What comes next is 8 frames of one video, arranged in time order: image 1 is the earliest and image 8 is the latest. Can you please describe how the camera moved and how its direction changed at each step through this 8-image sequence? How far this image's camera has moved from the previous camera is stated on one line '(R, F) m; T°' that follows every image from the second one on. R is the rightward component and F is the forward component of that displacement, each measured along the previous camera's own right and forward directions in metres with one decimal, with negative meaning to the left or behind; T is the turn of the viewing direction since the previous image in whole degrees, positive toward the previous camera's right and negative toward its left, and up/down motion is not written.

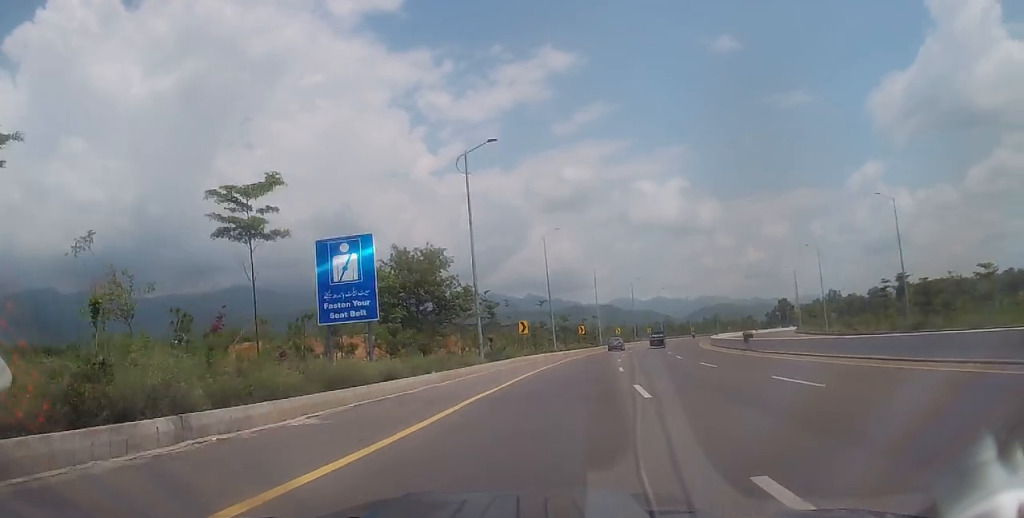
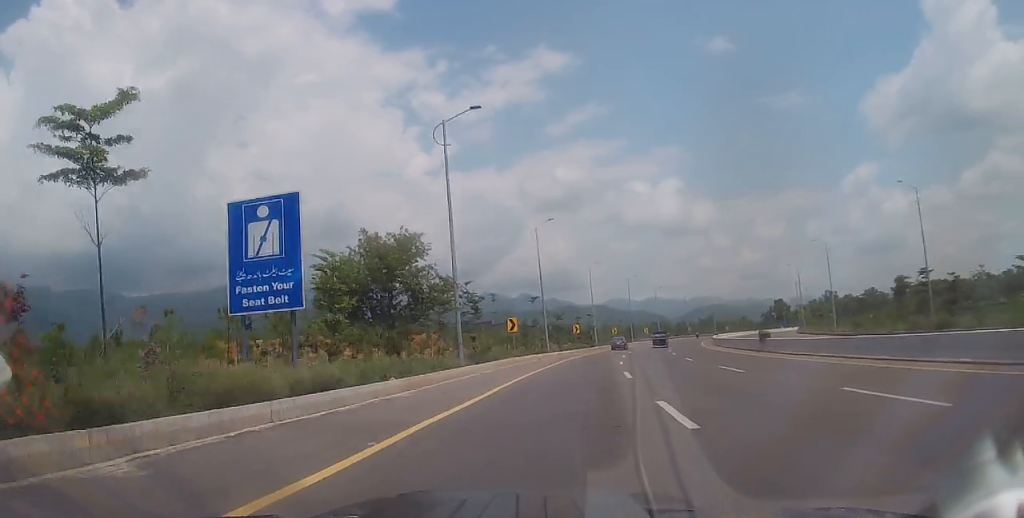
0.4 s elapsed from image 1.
(-0.1, +4.9) m; 0°
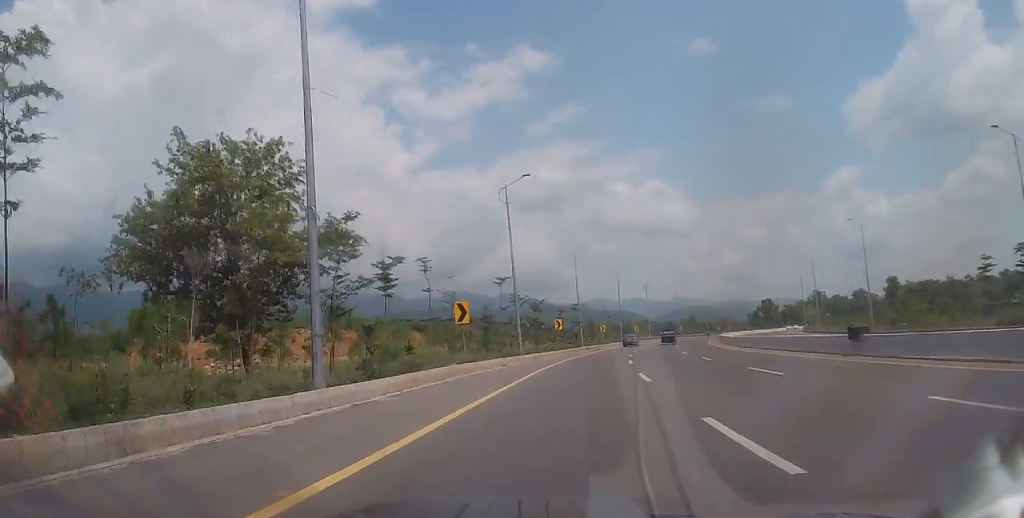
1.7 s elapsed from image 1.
(+0.1, +14.8) m; +2°
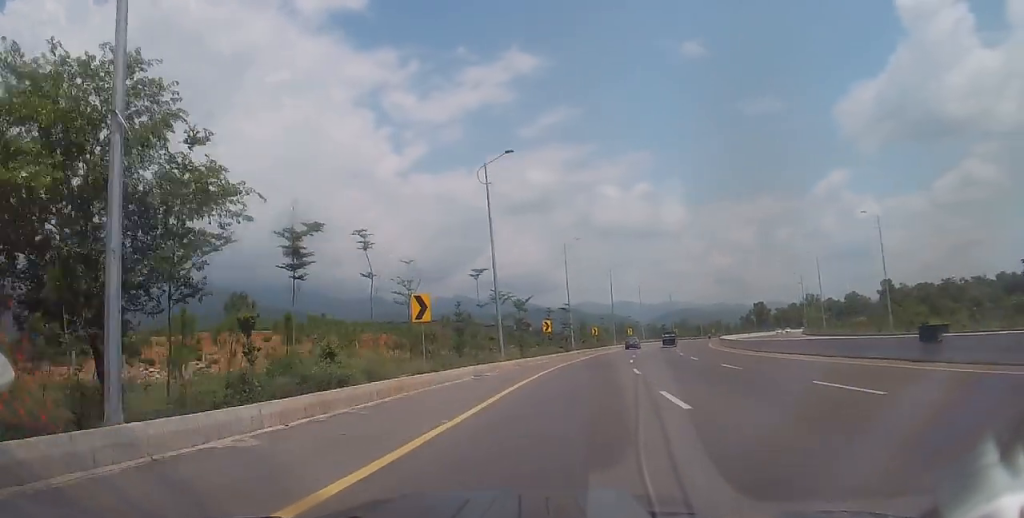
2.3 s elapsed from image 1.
(+0.1, +6.3) m; +1°
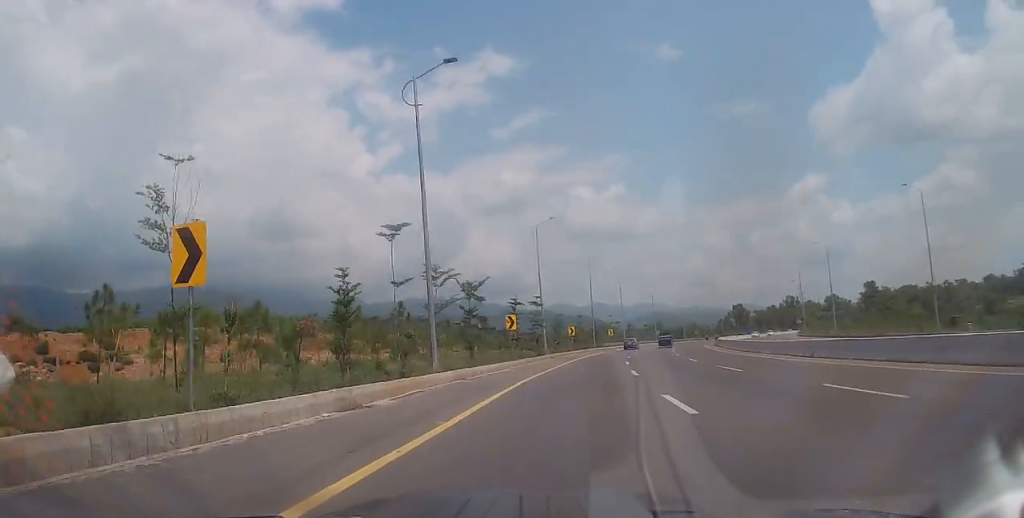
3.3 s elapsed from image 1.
(+0.3, +13.0) m; +2°
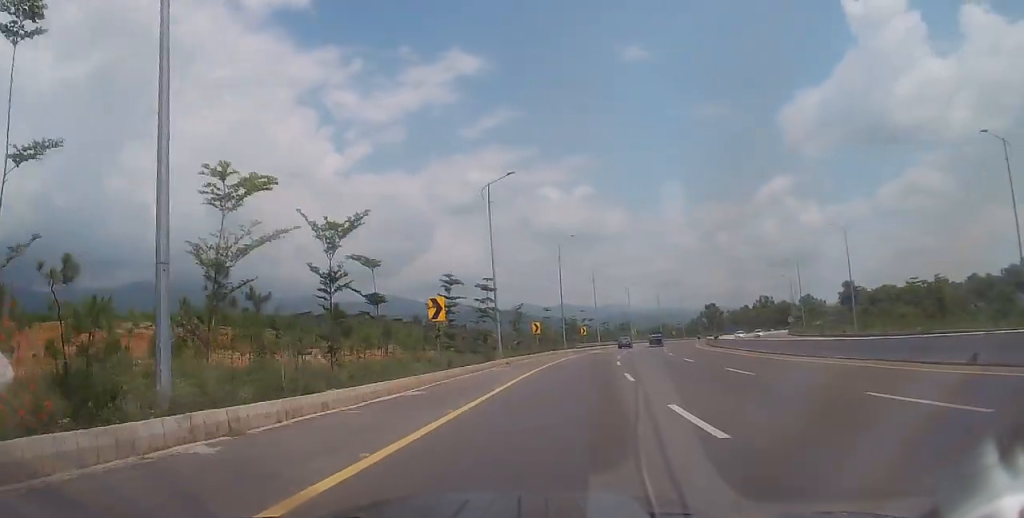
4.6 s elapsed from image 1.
(+0.3, +15.2) m; +3°
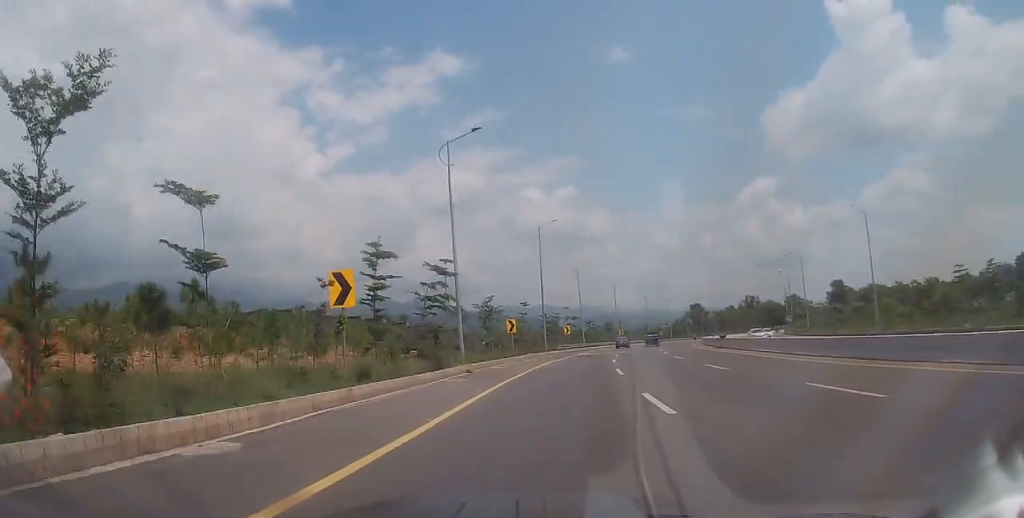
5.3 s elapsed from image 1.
(+0.1, +9.1) m; +1°
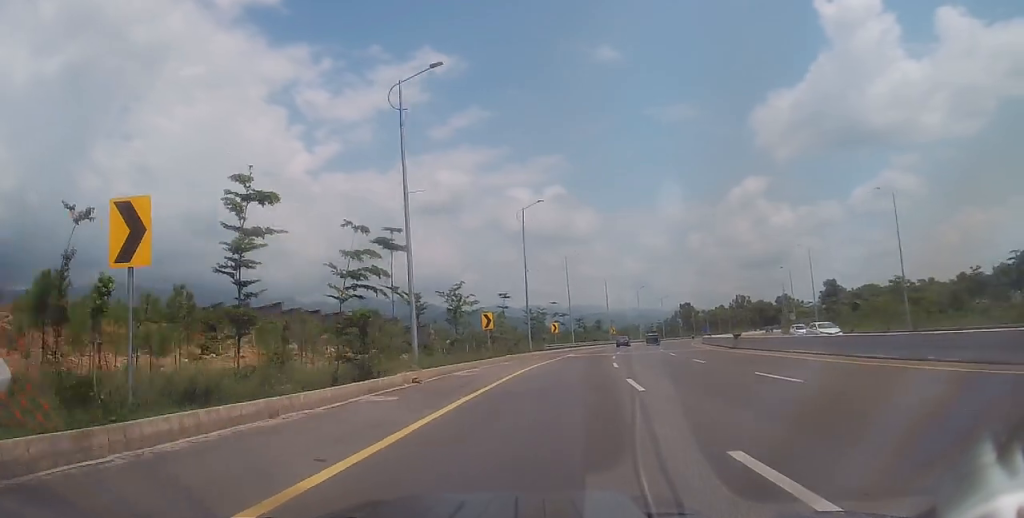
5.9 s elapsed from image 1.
(0.0, +8.0) m; +1°
